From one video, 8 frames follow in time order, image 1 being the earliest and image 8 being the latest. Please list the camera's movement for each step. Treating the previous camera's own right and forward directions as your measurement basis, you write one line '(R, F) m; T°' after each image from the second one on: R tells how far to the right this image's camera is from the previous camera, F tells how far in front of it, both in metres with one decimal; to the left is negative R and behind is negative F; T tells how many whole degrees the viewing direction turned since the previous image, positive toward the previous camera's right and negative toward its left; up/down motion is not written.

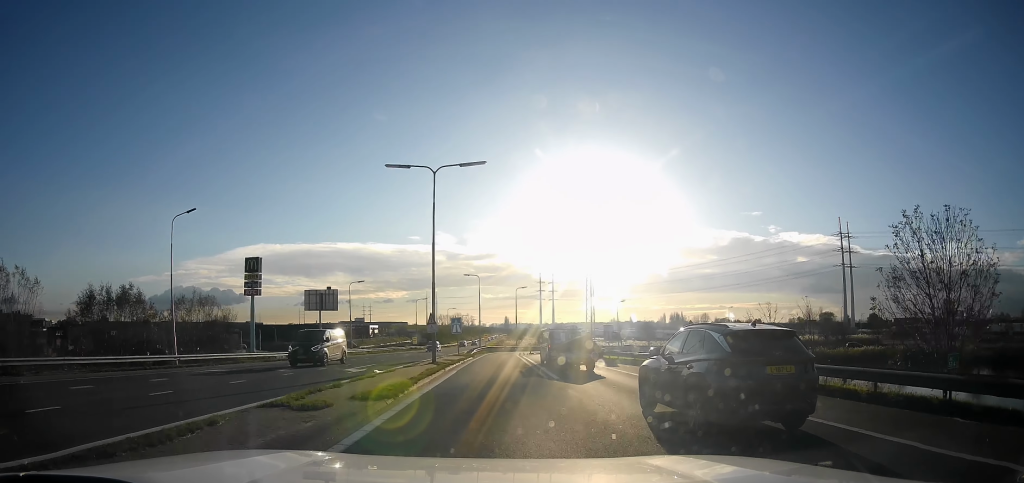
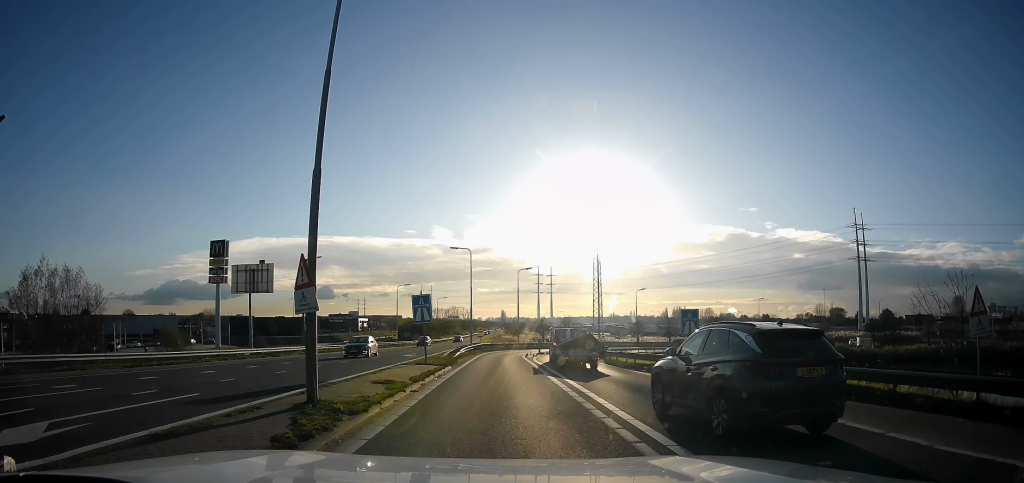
(+2.3, +17.2) m; +6°
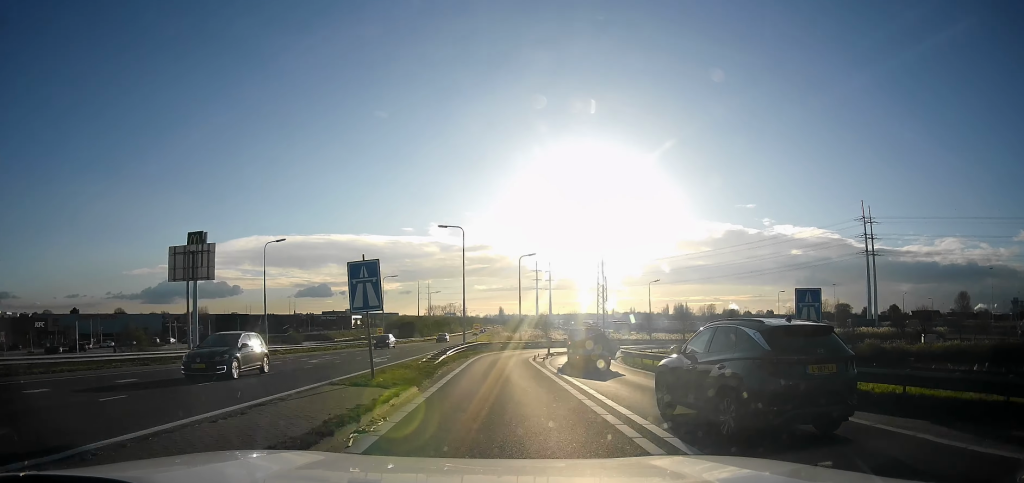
(-0.6, +9.5) m; -2°
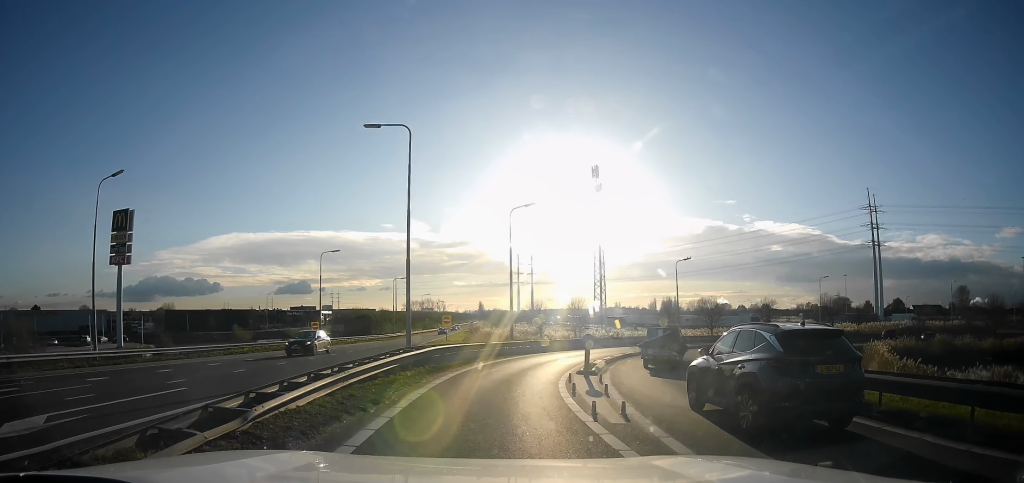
(-0.2, +21.3) m; +1°
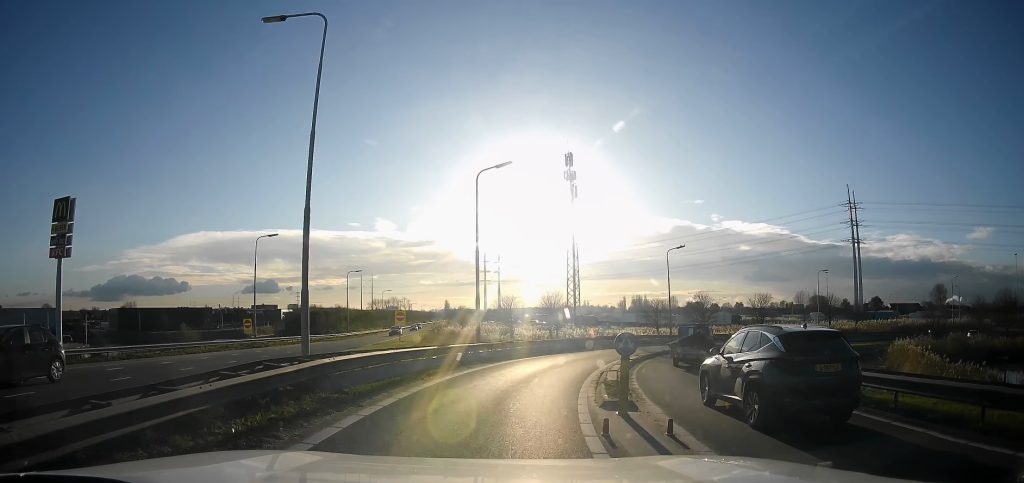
(0.0, +8.9) m; 0°
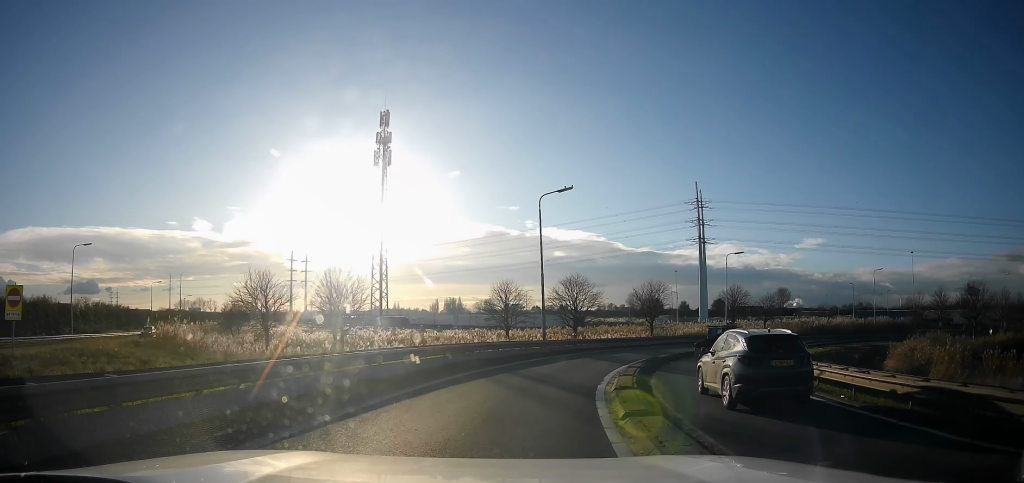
(+3.0, +25.0) m; +23°
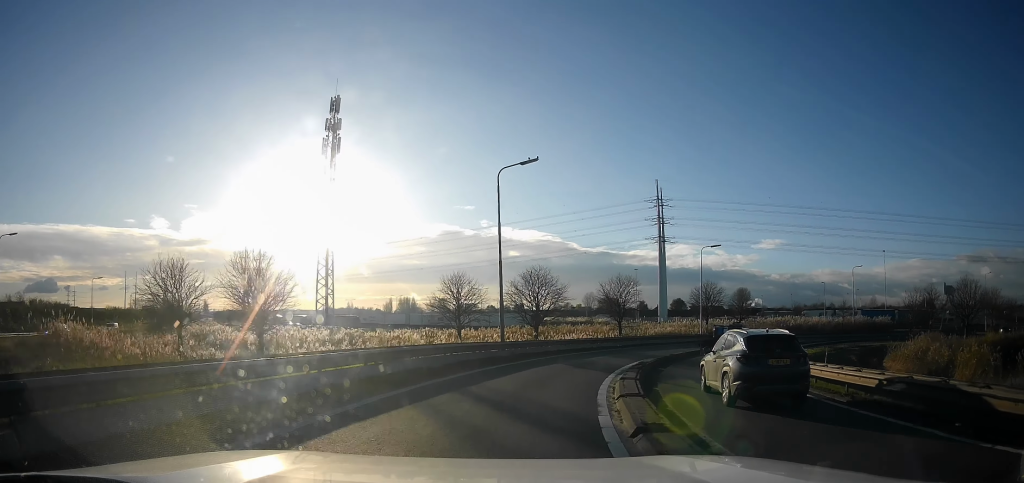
(+0.8, +5.3) m; +5°
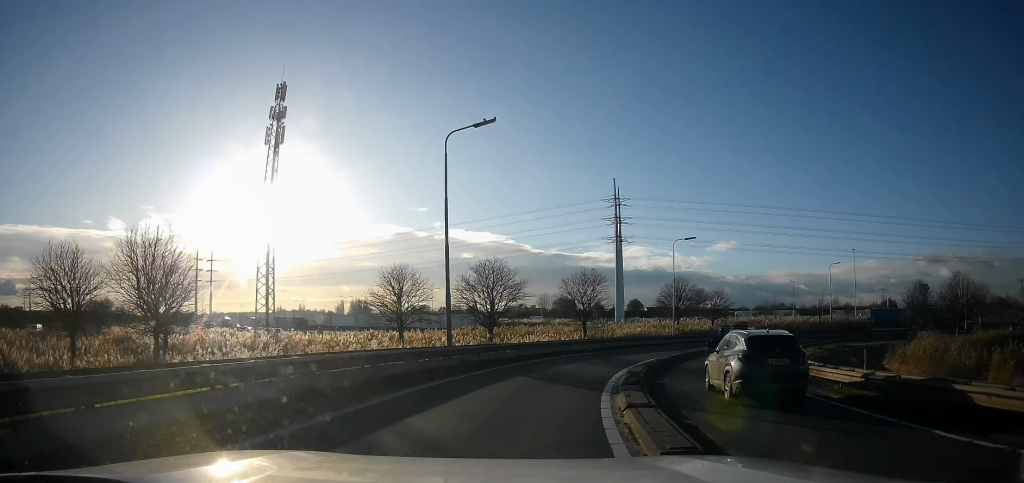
(+0.4, +5.3) m; +5°
